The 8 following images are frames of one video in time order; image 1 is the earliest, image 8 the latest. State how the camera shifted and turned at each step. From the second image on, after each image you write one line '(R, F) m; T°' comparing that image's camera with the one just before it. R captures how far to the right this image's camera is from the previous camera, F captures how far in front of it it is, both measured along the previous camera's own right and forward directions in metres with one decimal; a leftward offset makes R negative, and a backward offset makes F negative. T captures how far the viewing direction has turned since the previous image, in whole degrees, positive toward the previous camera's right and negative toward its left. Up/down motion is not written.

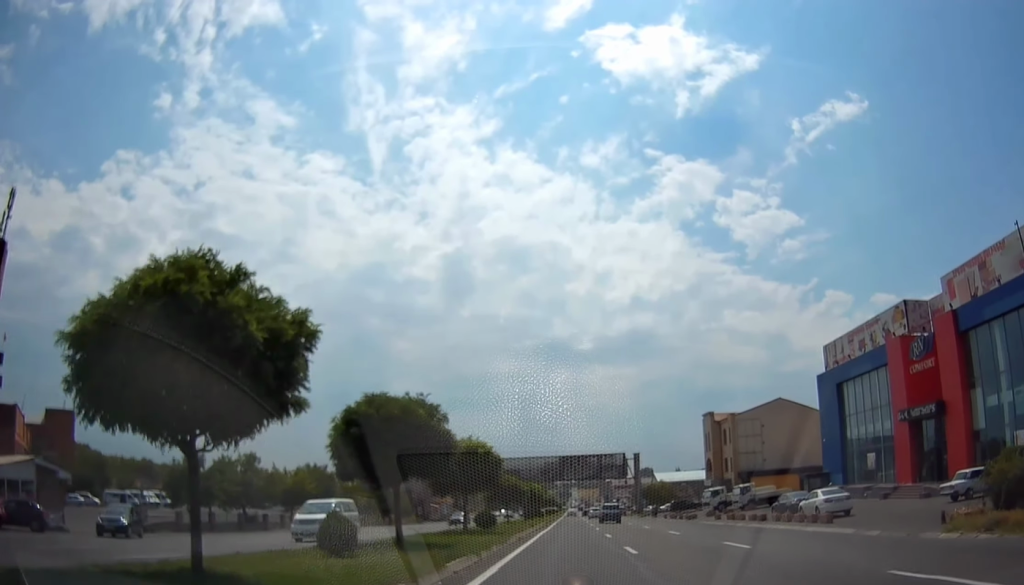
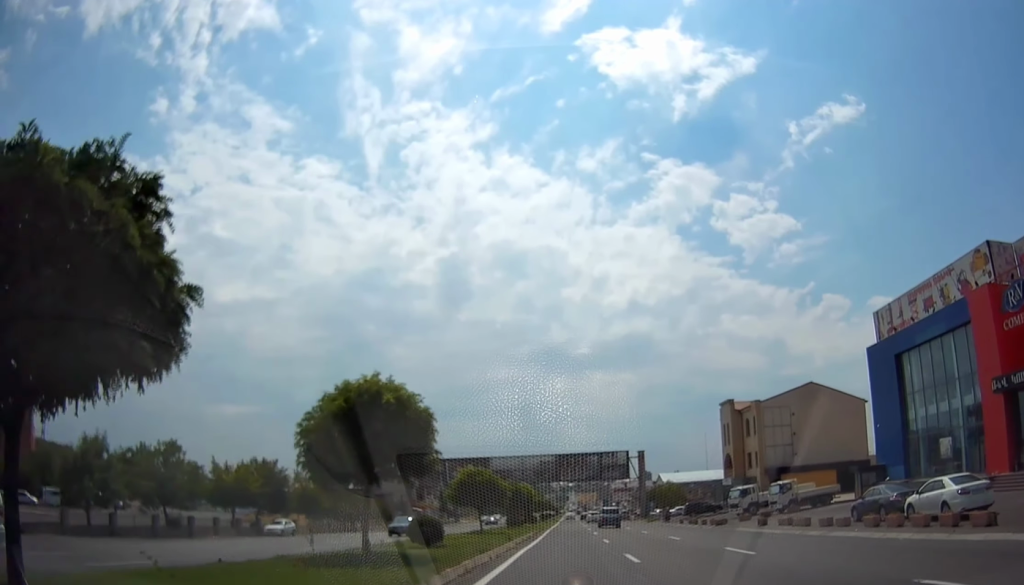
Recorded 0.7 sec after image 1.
(0.0, +12.9) m; -1°
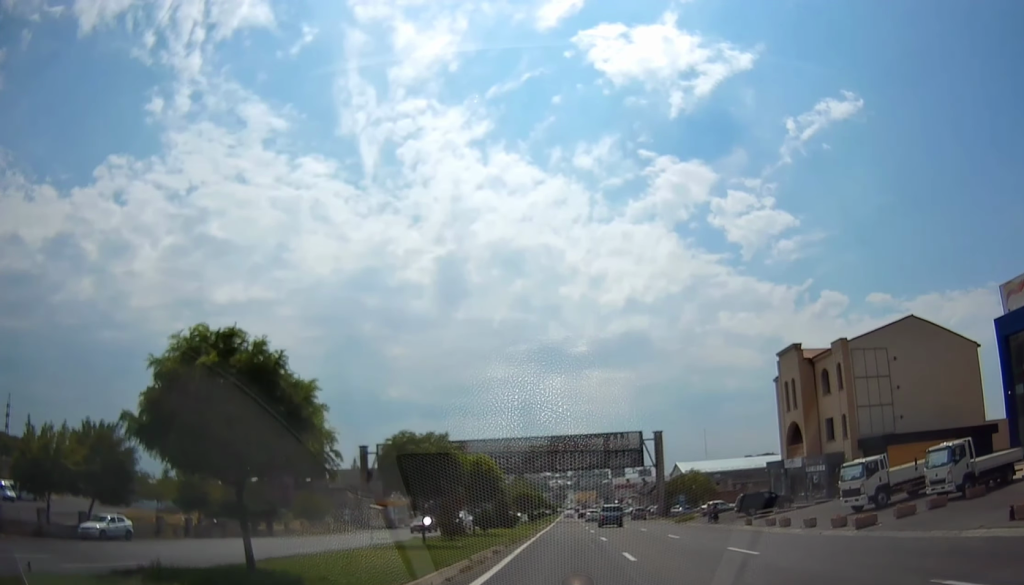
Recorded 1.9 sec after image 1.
(-0.2, +24.8) m; +1°
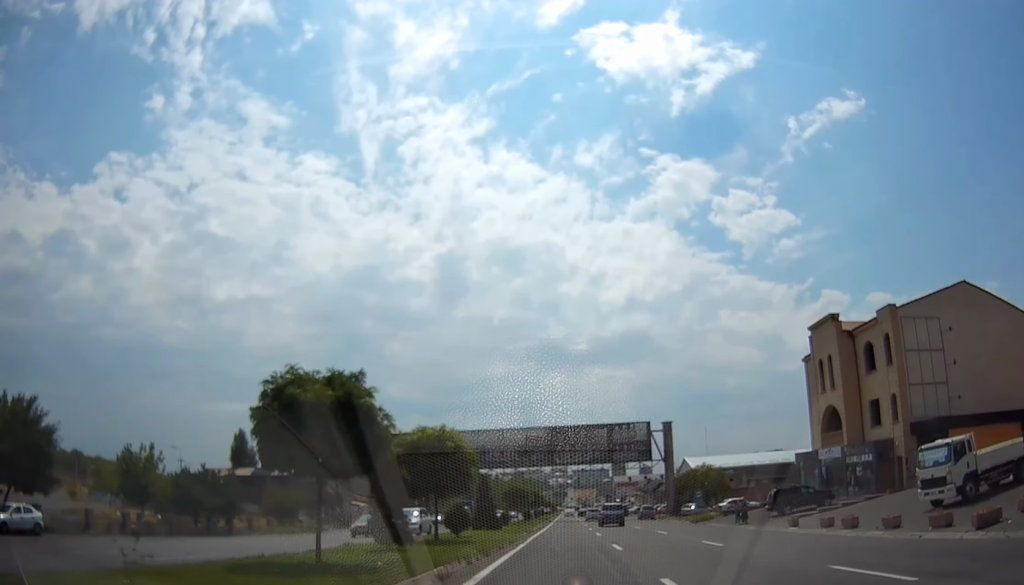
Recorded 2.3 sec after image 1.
(+0.1, +8.3) m; +1°
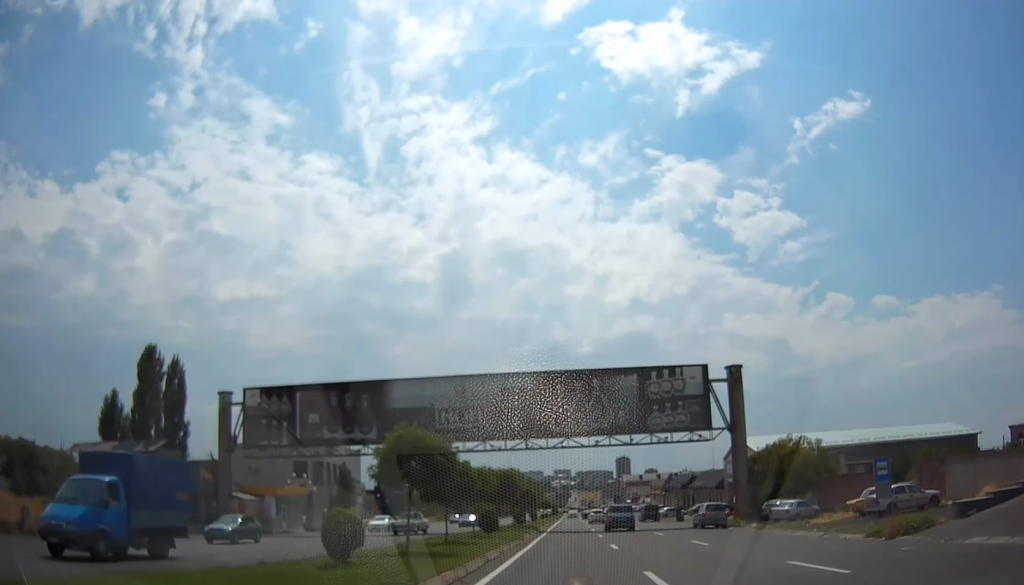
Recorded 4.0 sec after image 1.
(-0.4, +34.2) m; -1°
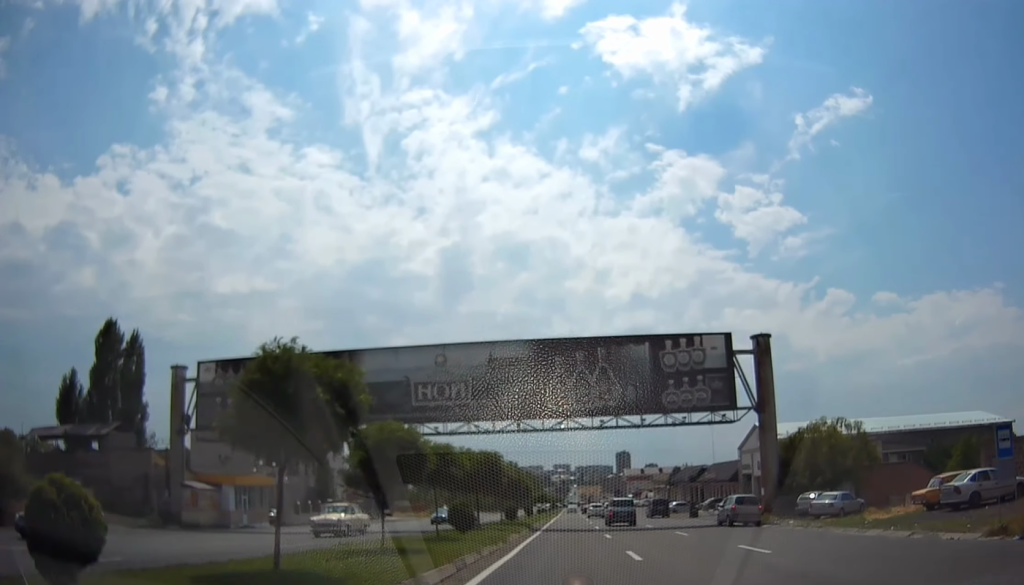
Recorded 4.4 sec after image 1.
(-0.2, +8.0) m; 0°
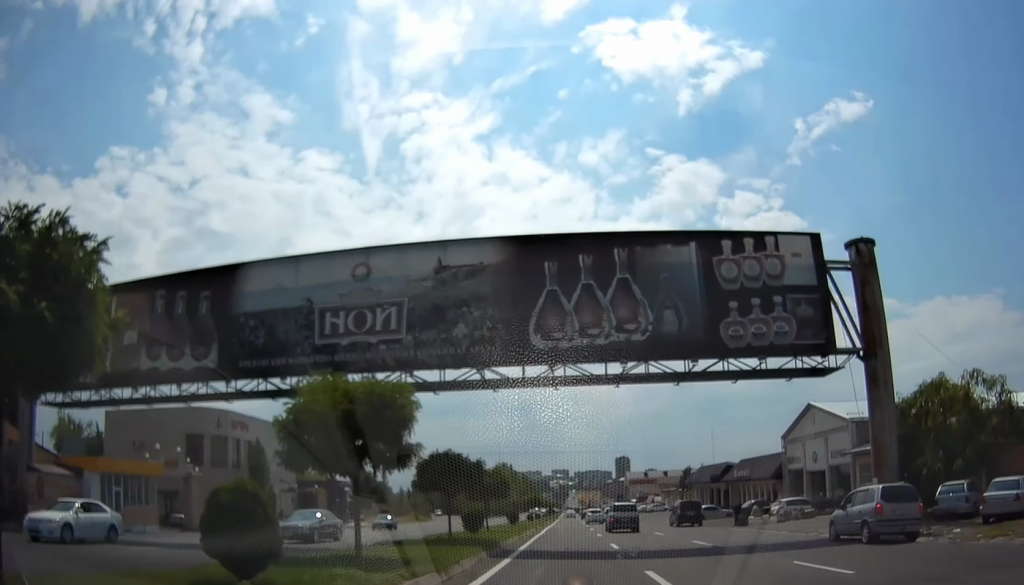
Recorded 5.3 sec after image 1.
(+0.4, +17.3) m; +1°
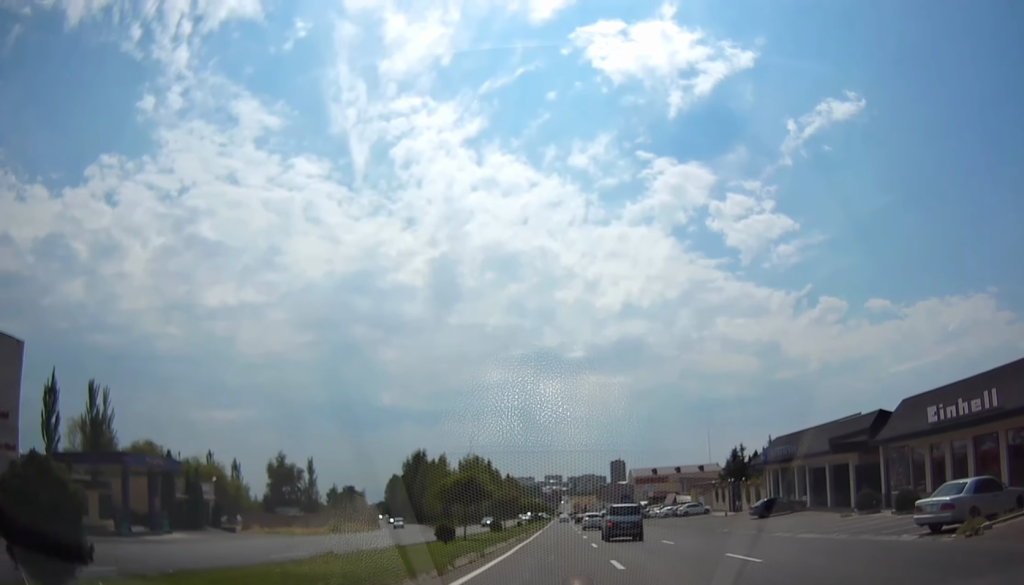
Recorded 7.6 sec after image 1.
(+0.5, +43.7) m; 0°
